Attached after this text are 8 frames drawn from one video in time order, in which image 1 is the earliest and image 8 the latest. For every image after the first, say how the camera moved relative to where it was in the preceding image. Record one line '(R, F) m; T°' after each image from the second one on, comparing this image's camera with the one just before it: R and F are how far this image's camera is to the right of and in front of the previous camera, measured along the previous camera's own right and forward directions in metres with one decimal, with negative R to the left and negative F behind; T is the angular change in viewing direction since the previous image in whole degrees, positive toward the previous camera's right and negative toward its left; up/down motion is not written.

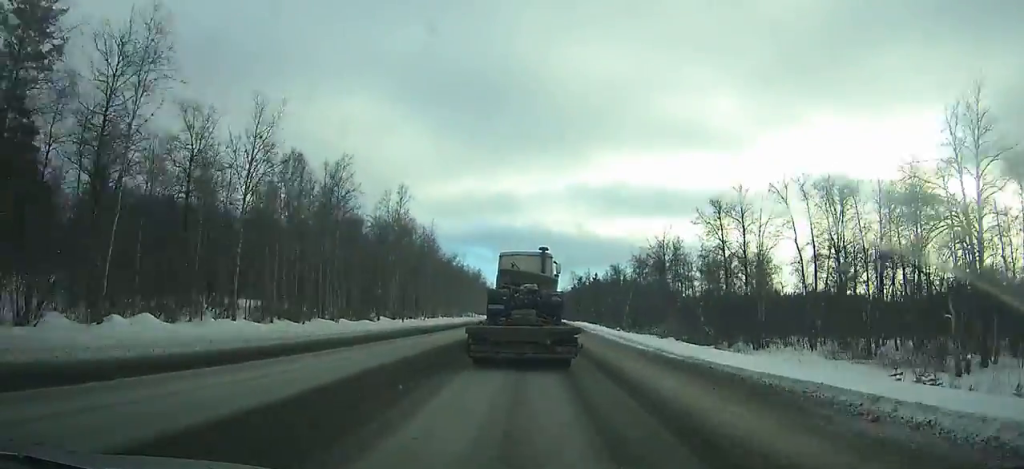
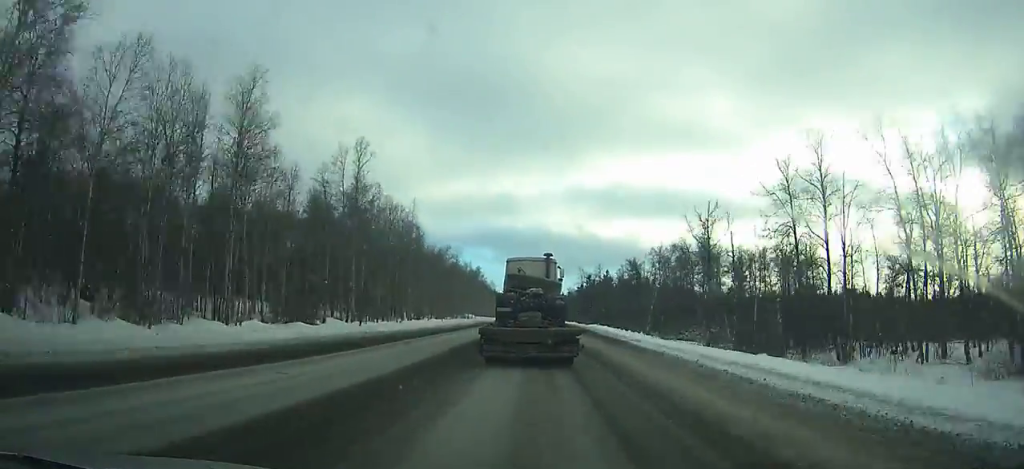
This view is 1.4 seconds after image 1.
(0.0, +19.0) m; 0°
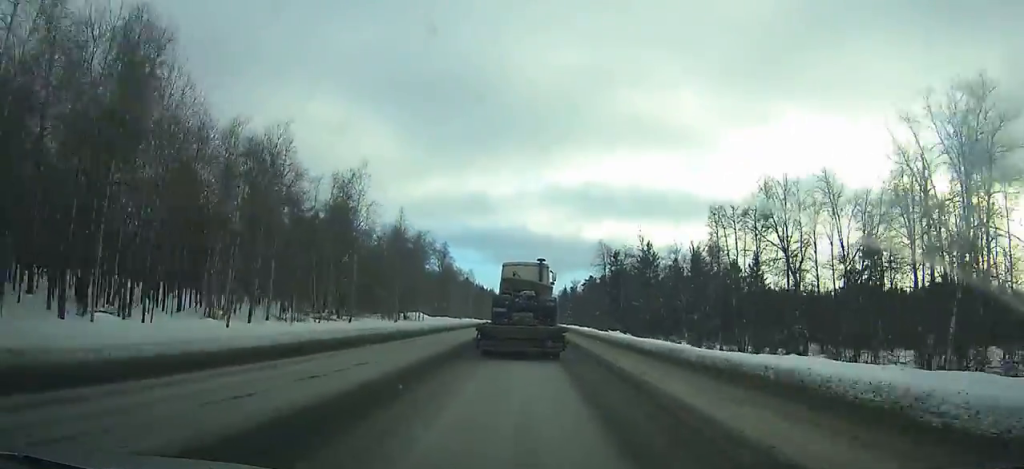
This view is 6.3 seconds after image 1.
(+0.2, +71.1) m; 0°
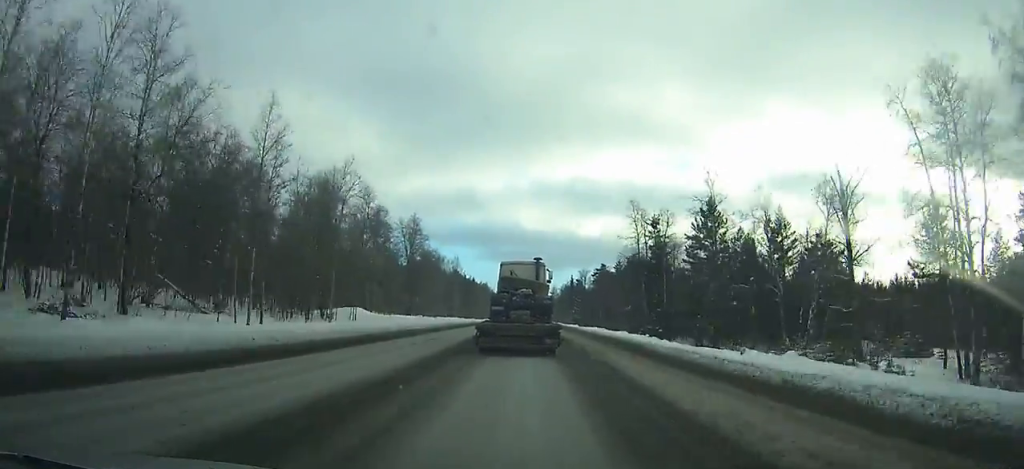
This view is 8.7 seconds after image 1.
(-0.1, +37.2) m; 0°
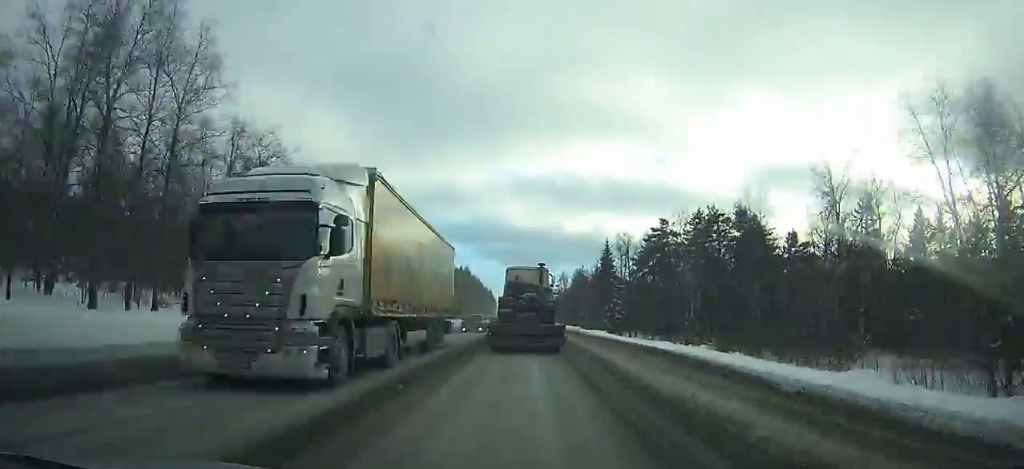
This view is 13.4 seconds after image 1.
(0.0, +77.0) m; 0°
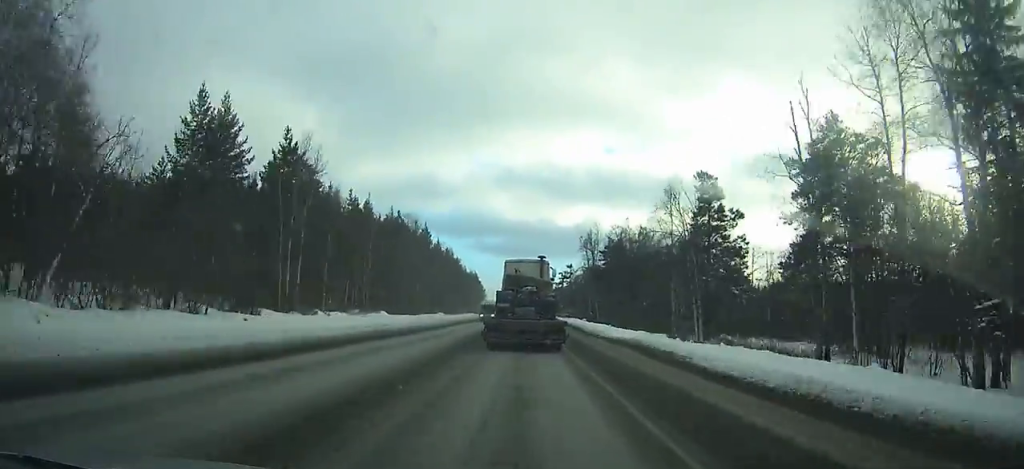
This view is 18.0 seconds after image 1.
(+0.1, +80.0) m; 0°
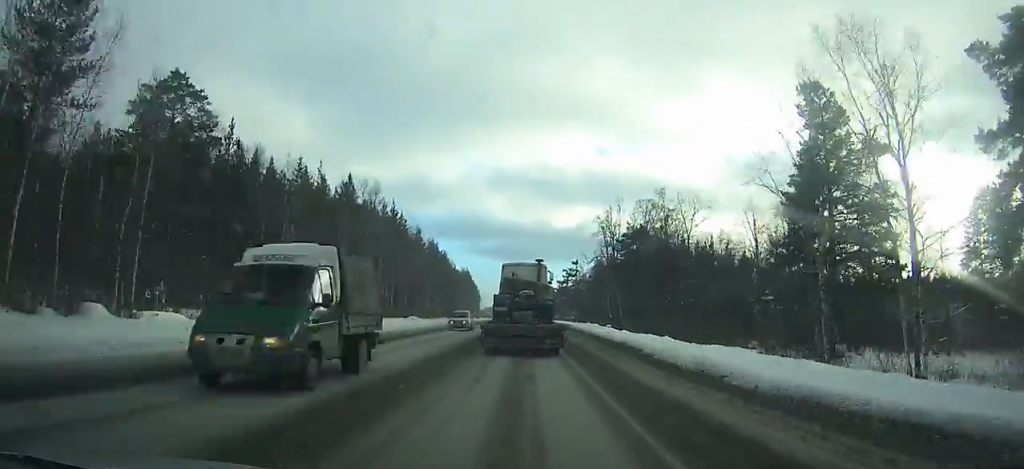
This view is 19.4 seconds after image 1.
(0.0, +24.7) m; 0°
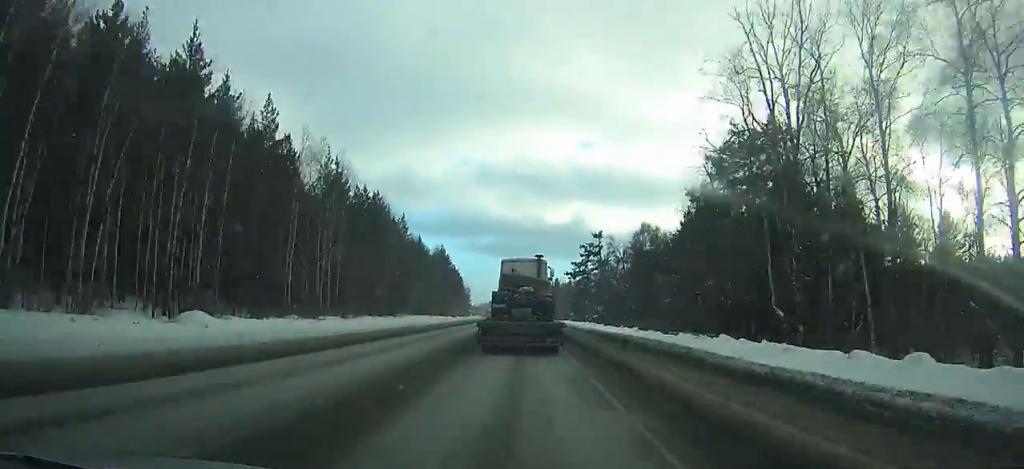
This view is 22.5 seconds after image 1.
(+0.1, +55.2) m; 0°
